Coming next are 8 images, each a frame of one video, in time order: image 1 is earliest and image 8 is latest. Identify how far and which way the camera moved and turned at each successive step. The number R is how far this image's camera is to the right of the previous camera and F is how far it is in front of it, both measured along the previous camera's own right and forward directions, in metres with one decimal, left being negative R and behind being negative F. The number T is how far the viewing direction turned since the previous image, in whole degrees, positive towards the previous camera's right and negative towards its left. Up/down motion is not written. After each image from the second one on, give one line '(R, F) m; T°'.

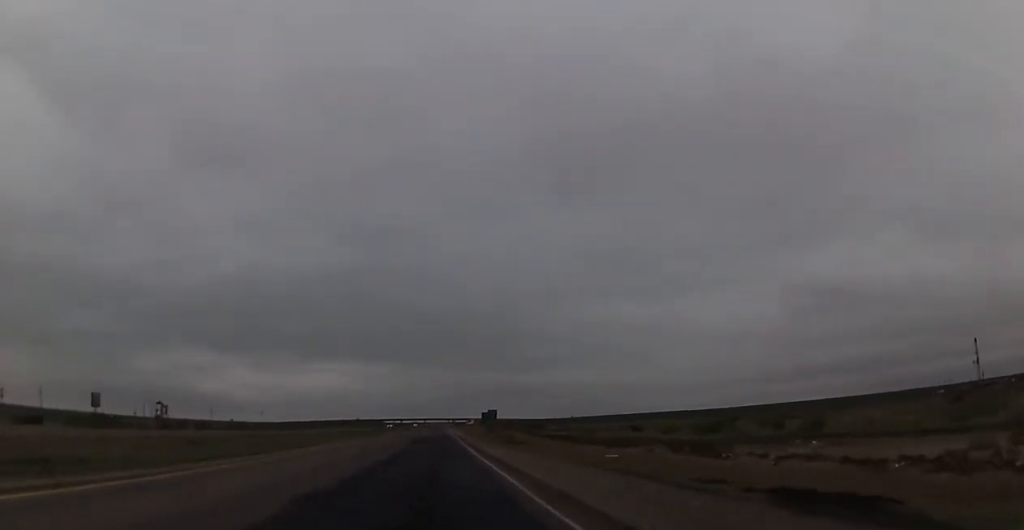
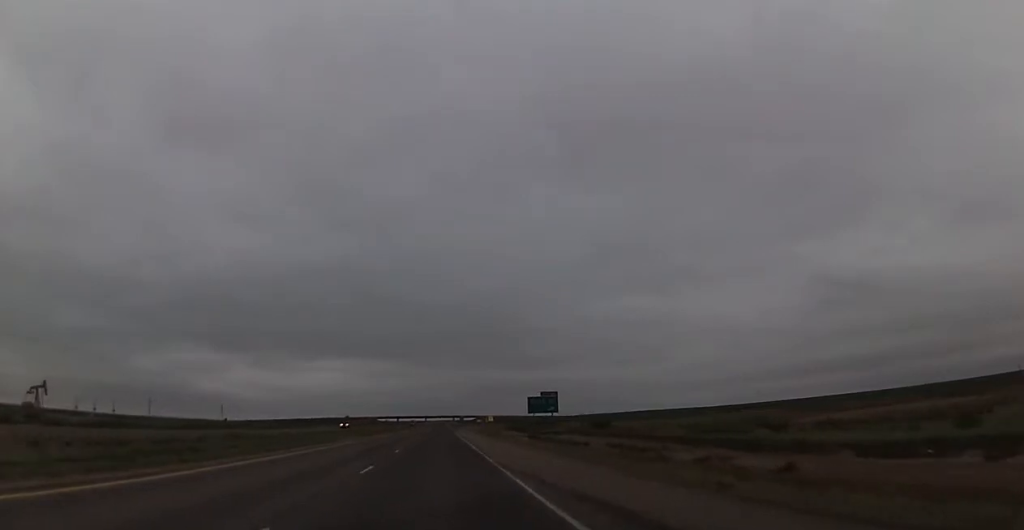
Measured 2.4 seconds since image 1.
(-0.2, +89.3) m; 0°
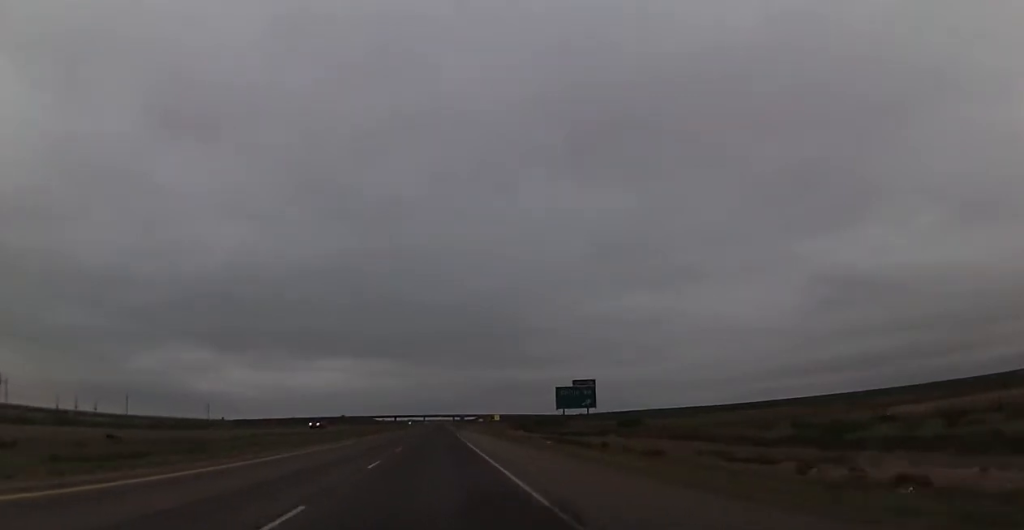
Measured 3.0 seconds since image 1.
(-0.1, +22.0) m; 0°
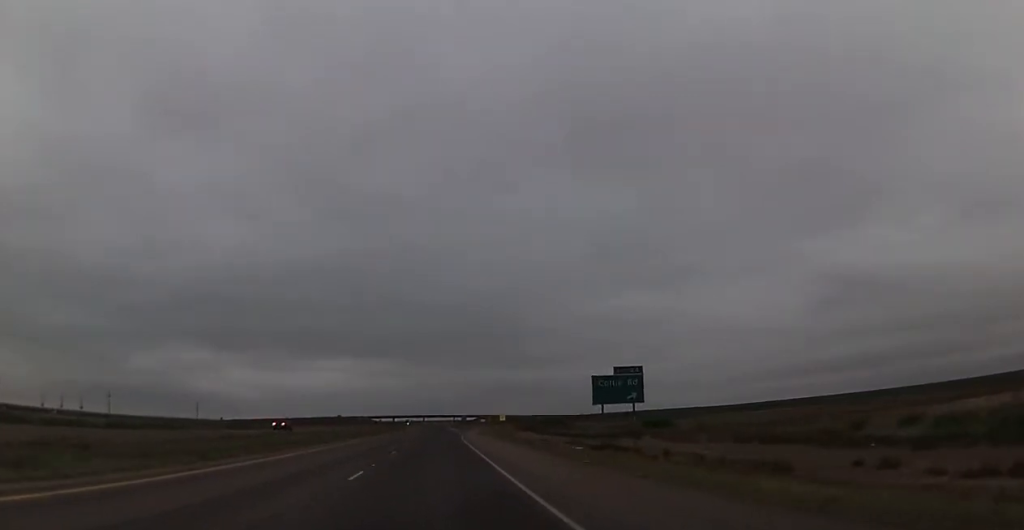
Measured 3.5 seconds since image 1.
(+0.2, +15.9) m; 0°
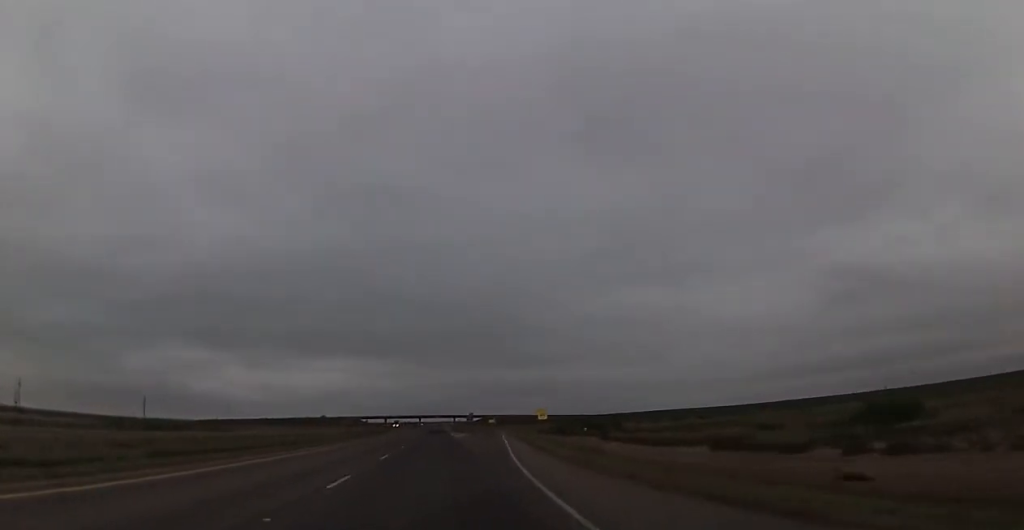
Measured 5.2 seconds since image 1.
(-0.2, +62.3) m; 0°
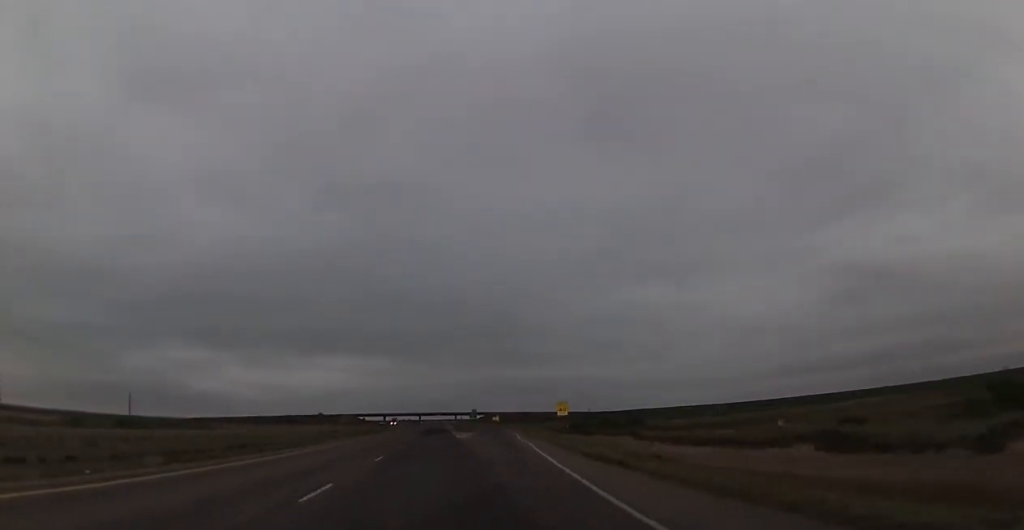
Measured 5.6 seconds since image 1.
(+0.2, +14.7) m; 0°
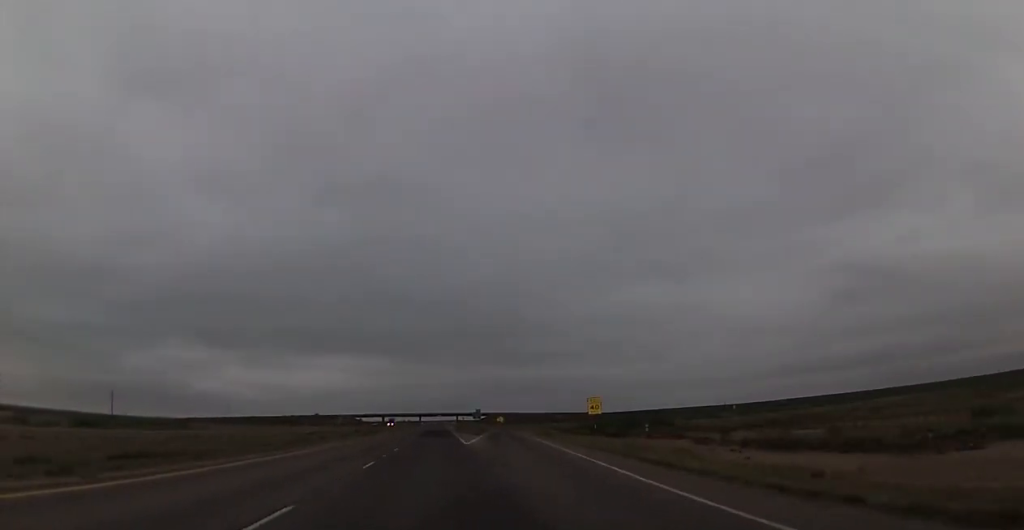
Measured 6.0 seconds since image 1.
(+0.1, +15.9) m; 0°
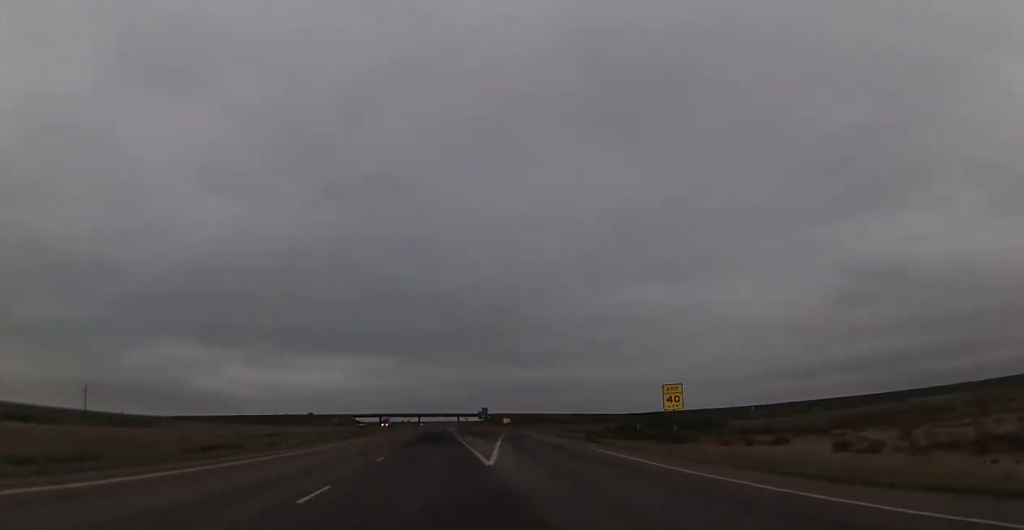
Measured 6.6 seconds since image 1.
(0.0, +20.8) m; -1°
